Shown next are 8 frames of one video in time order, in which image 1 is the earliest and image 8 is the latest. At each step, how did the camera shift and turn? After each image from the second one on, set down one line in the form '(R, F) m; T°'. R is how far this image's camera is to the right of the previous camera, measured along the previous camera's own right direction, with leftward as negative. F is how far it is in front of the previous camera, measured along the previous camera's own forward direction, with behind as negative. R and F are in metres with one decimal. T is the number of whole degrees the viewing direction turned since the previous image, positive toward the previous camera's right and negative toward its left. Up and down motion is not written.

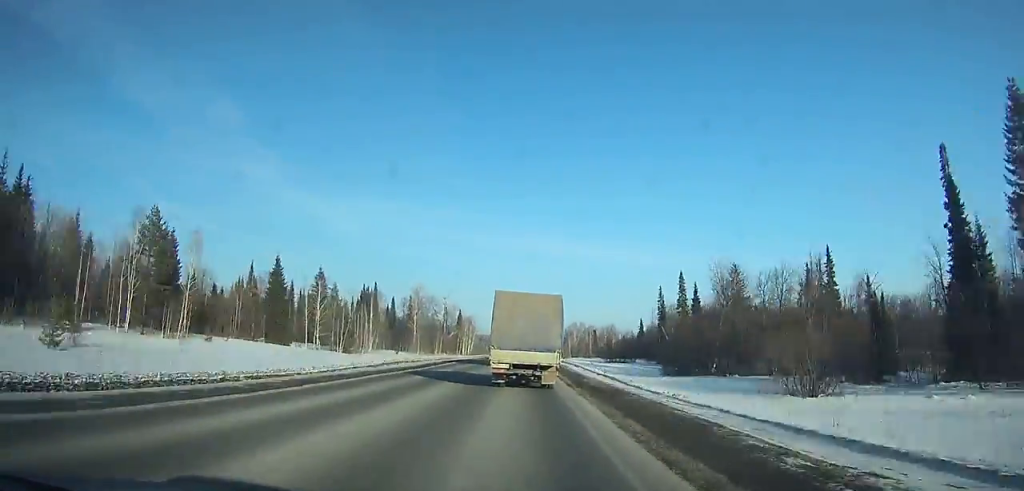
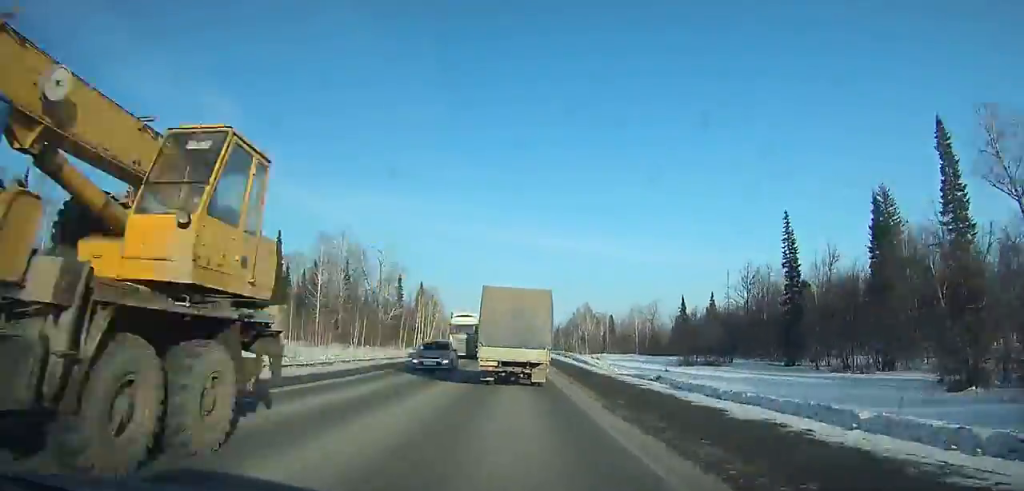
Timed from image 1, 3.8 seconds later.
(+0.5, +73.1) m; 0°
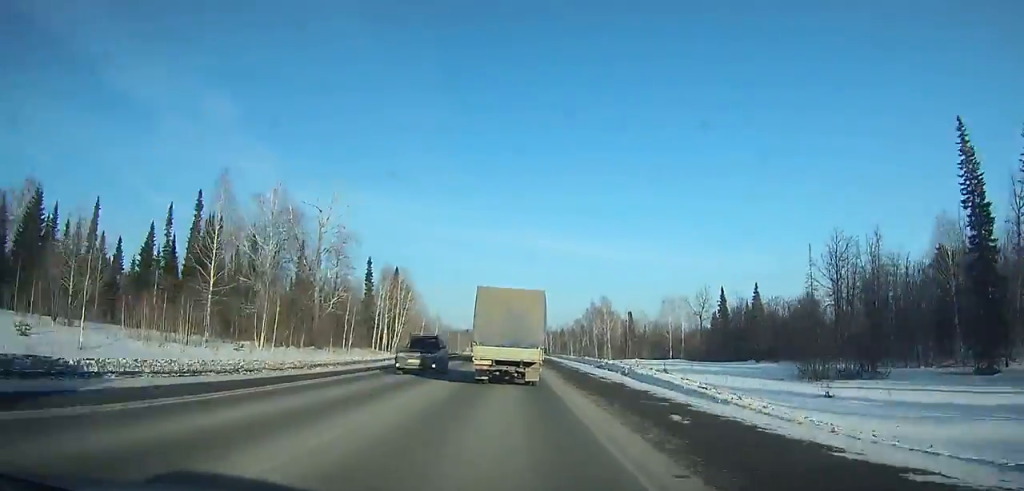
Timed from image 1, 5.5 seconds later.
(+0.2, +32.7) m; 0°
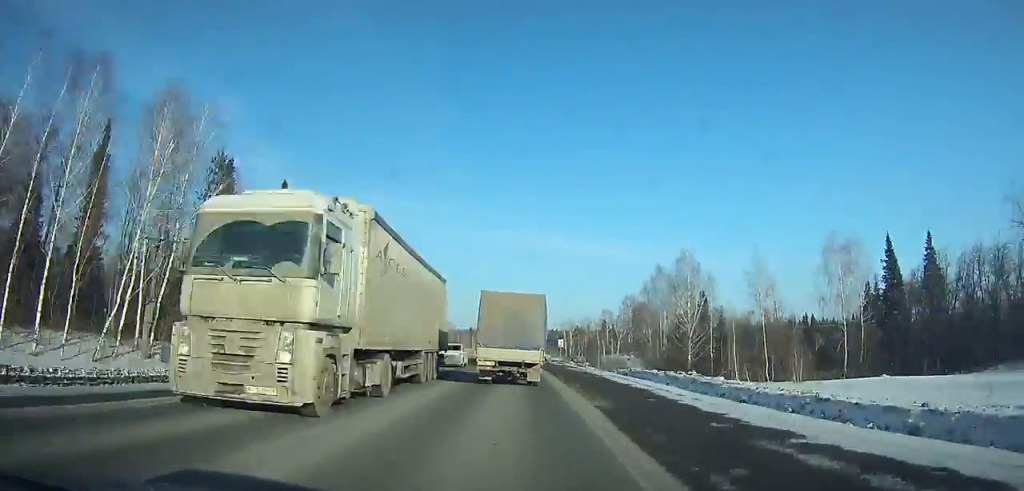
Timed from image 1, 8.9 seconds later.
(-0.7, +65.6) m; -1°
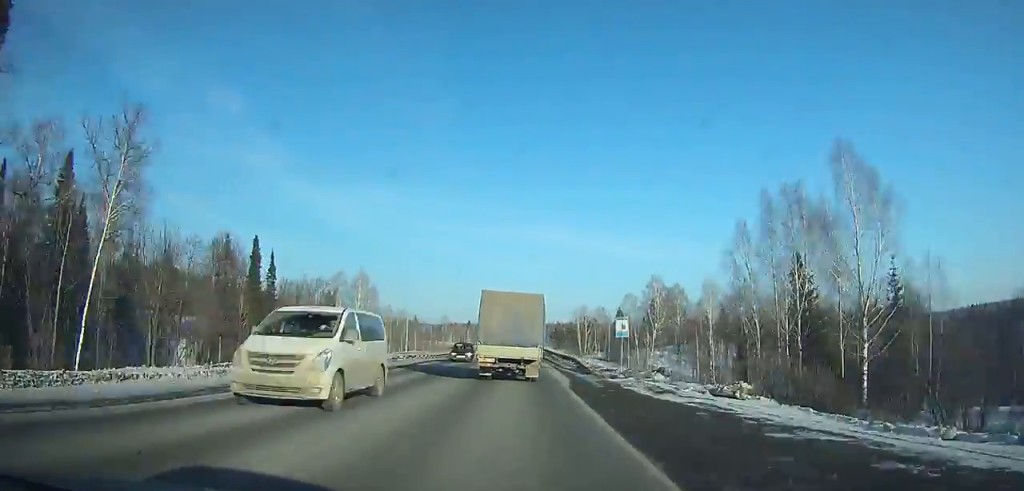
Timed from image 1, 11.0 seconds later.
(+0.1, +41.4) m; 0°
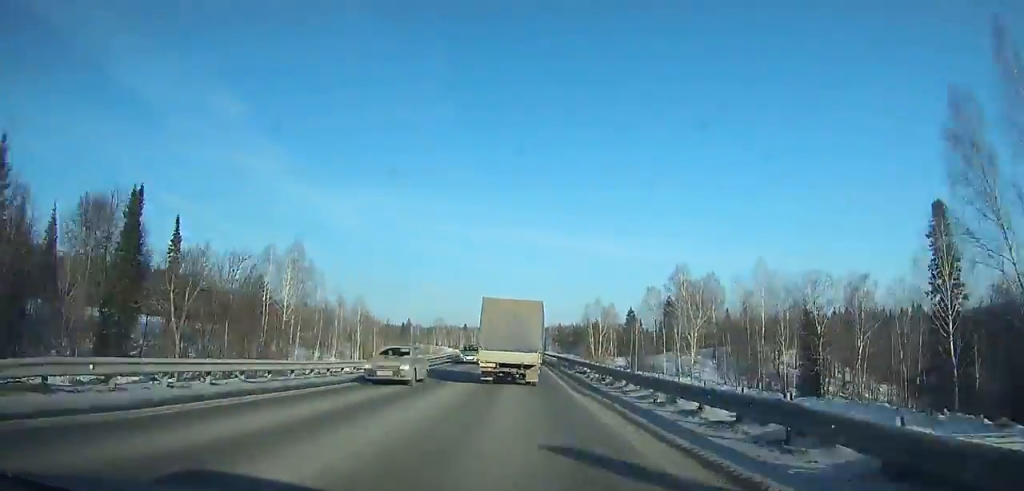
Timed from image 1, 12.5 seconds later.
(0.0, +30.3) m; 0°
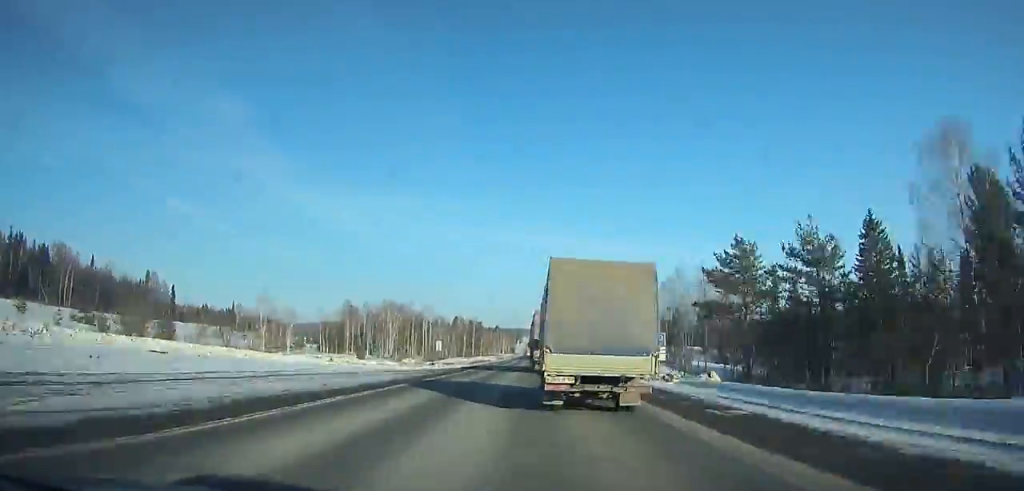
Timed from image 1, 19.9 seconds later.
(+0.3, +167.8) m; 0°
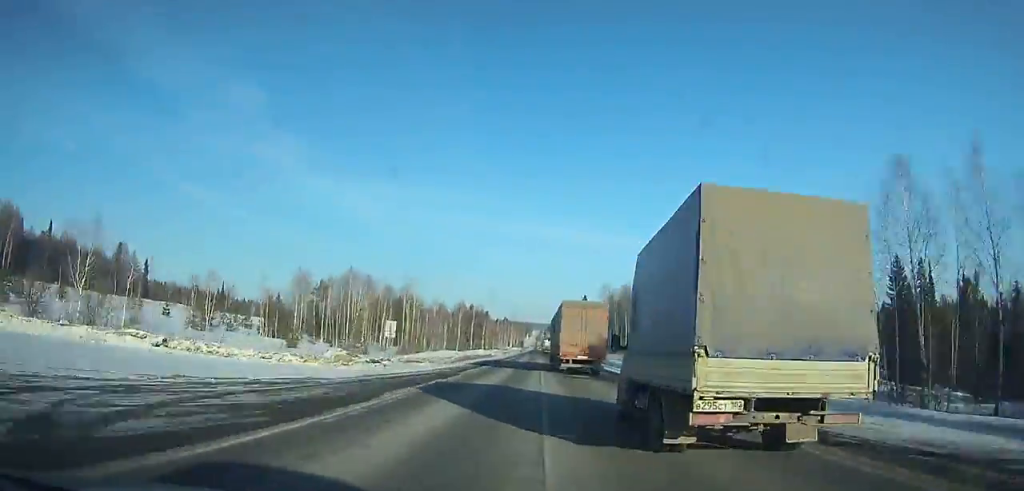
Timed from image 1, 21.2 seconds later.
(-0.2, +33.1) m; 0°
